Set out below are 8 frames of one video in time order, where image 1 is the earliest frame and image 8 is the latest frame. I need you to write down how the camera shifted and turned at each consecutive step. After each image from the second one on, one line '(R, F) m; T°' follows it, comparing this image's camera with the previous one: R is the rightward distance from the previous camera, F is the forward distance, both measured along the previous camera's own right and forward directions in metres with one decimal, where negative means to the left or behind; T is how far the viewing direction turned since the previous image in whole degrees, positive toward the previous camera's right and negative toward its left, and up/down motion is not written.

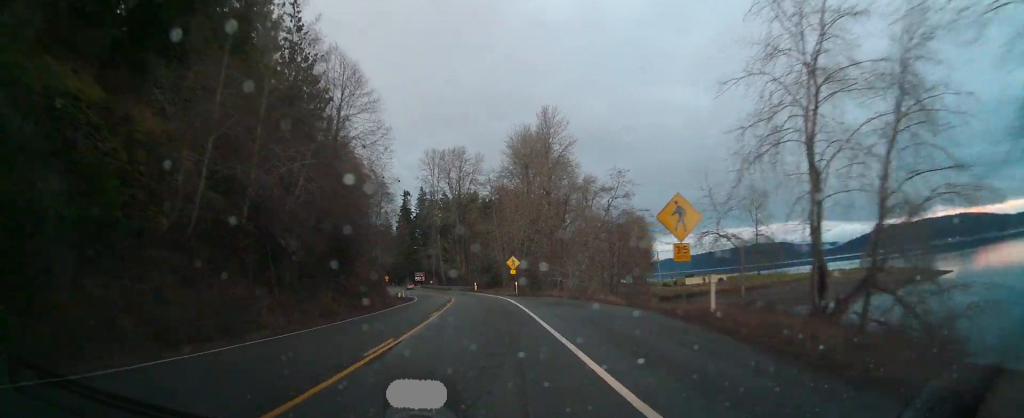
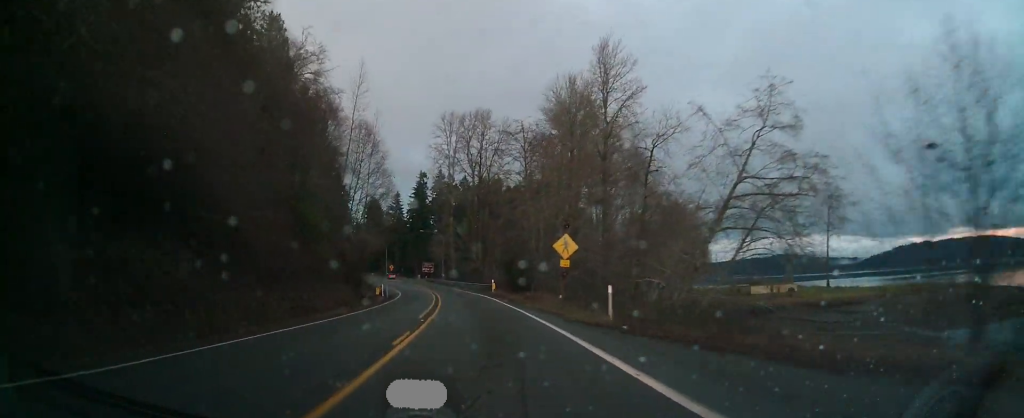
(+0.3, +35.7) m; +1°
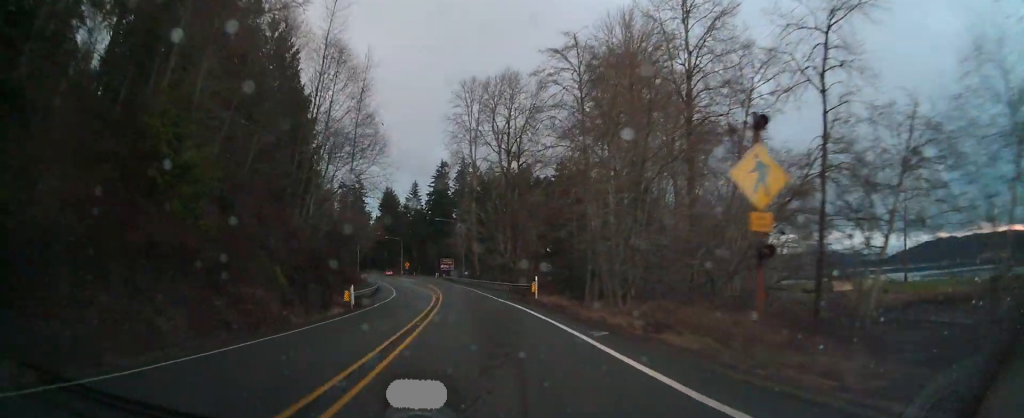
(-0.1, +26.3) m; -2°
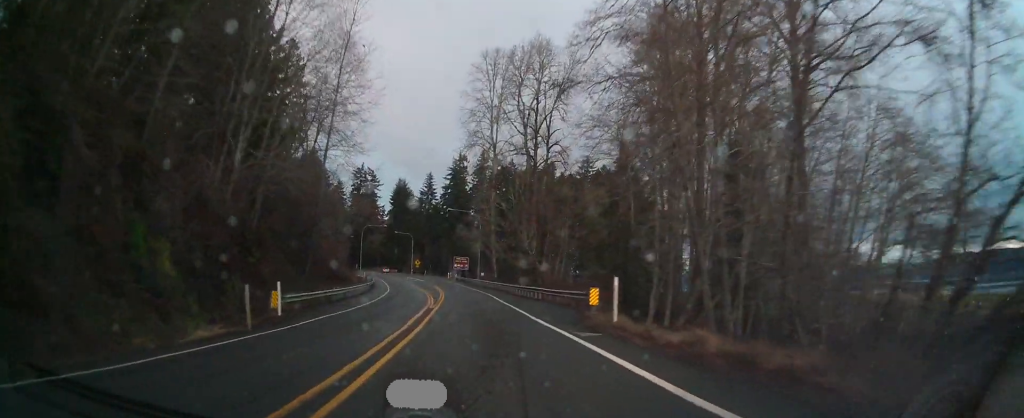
(-0.4, +17.6) m; -2°
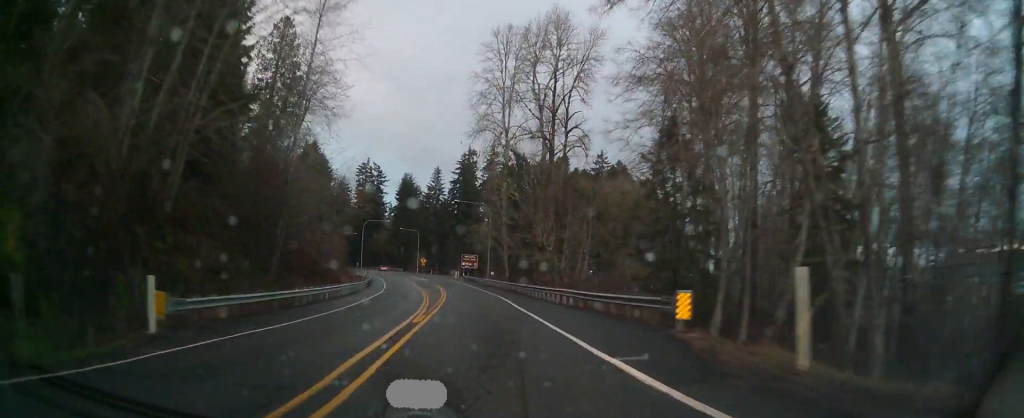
(-0.2, +10.2) m; -1°
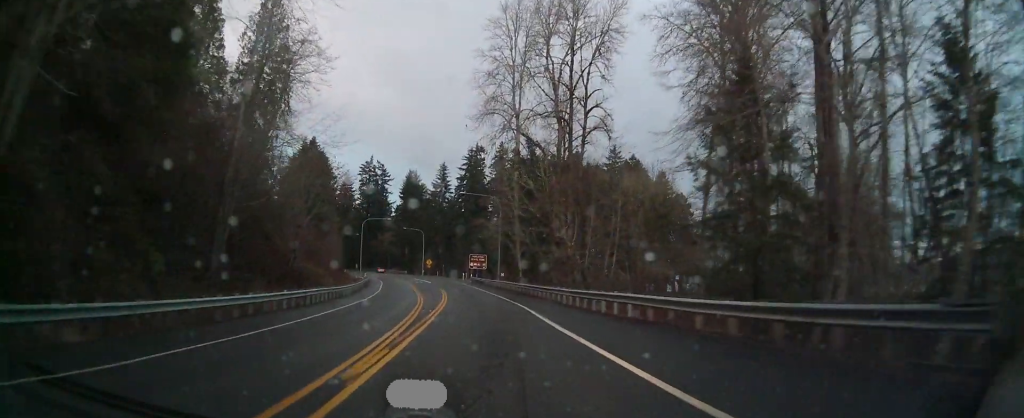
(0.0, +10.3) m; 0°
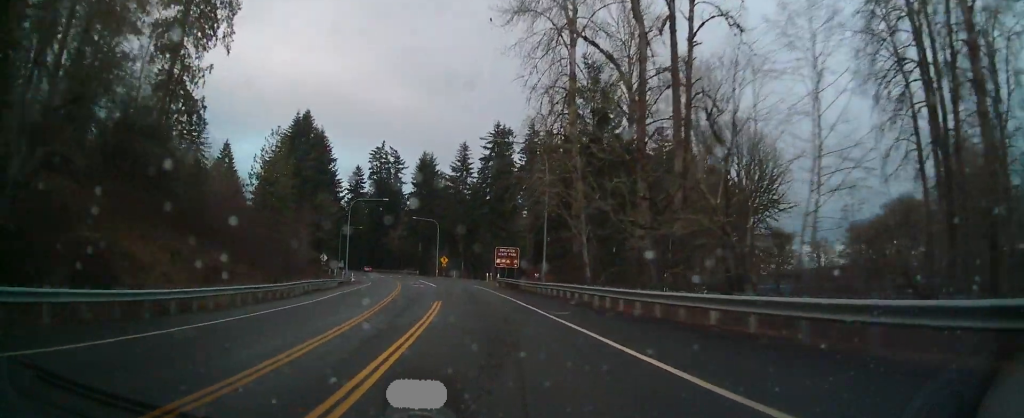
(0.0, +31.8) m; 0°
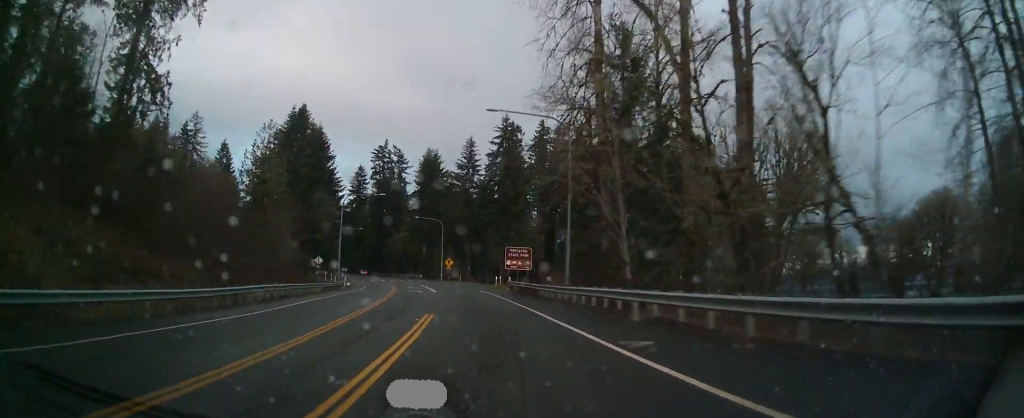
(0.0, +9.3) m; -1°
